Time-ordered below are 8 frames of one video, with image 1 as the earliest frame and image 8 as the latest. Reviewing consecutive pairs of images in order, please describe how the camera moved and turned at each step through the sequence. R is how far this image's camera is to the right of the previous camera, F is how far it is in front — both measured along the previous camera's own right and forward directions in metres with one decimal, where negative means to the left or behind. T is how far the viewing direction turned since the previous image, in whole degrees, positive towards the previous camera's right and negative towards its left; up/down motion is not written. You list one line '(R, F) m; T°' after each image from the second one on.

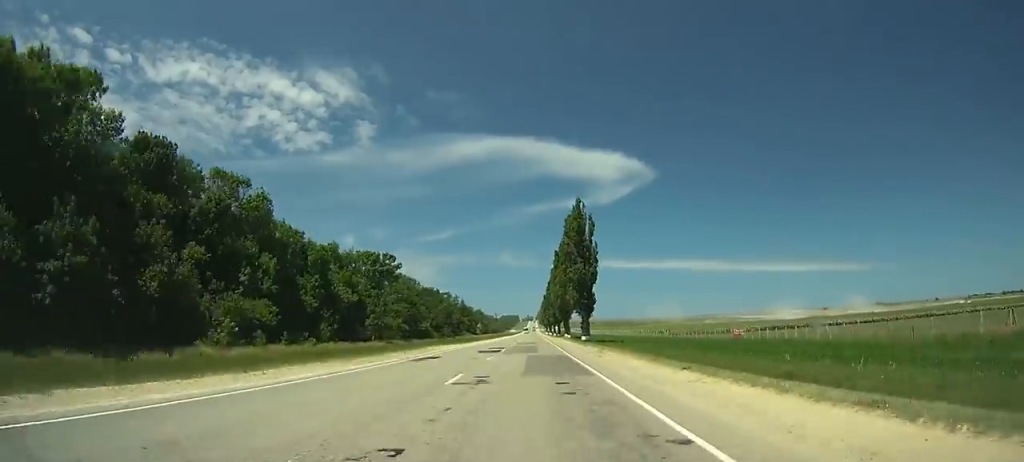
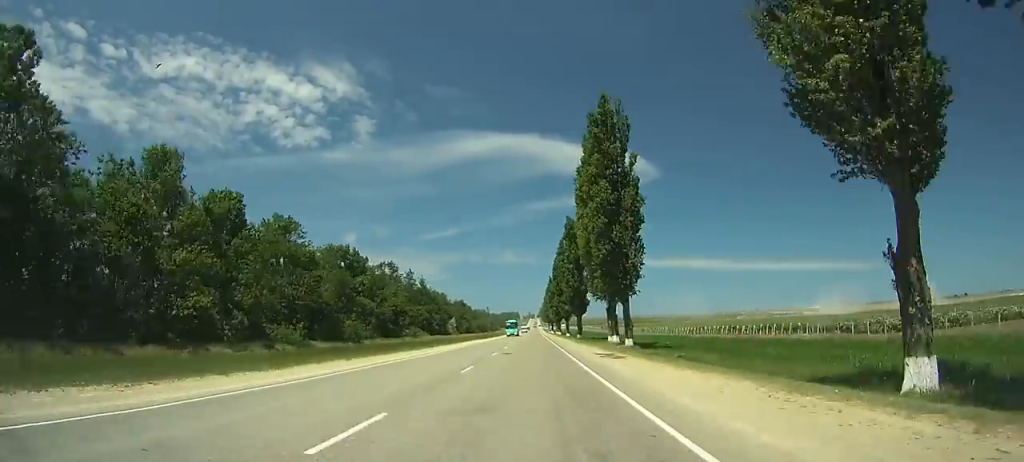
(+0.1, +92.5) m; 0°
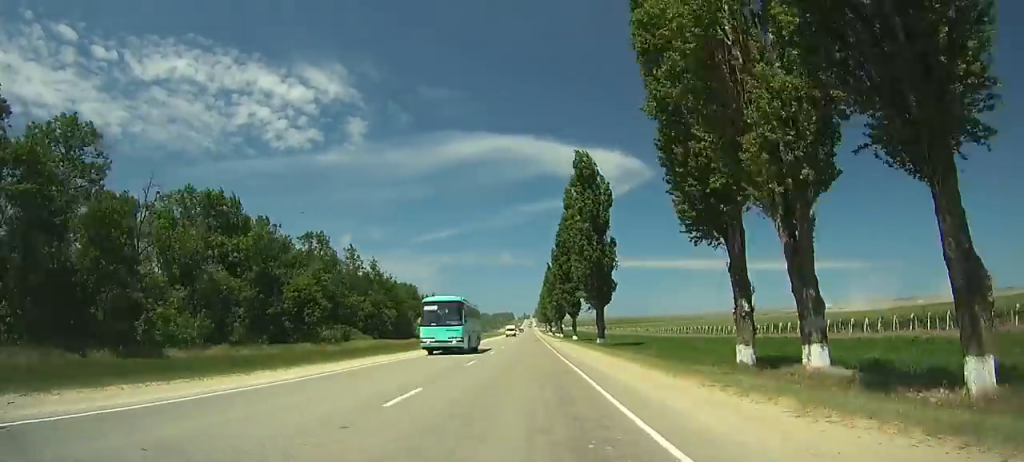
(-0.1, +44.5) m; 0°
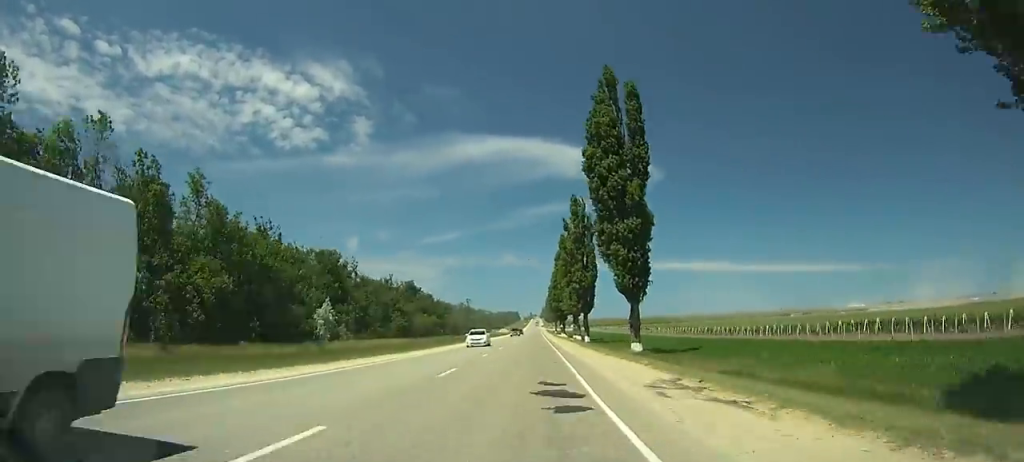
(-0.2, +65.8) m; 0°
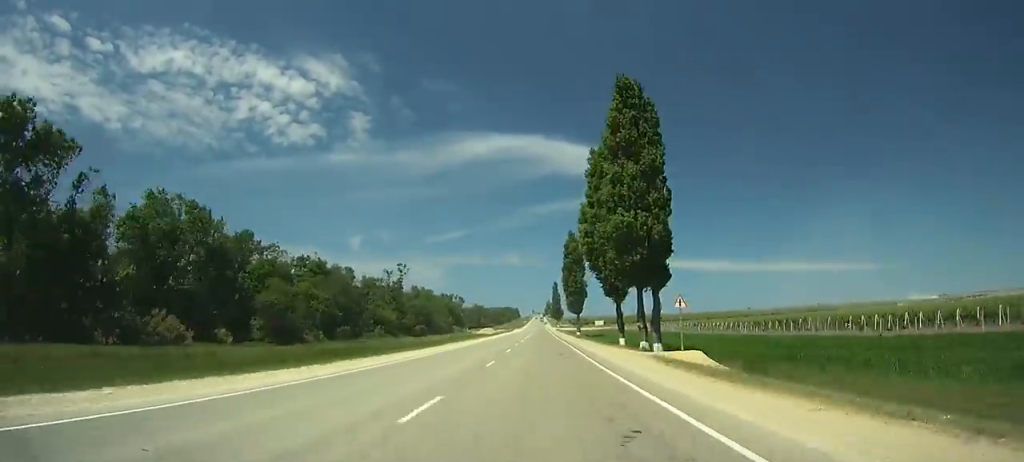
(-0.3, +126.9) m; 0°
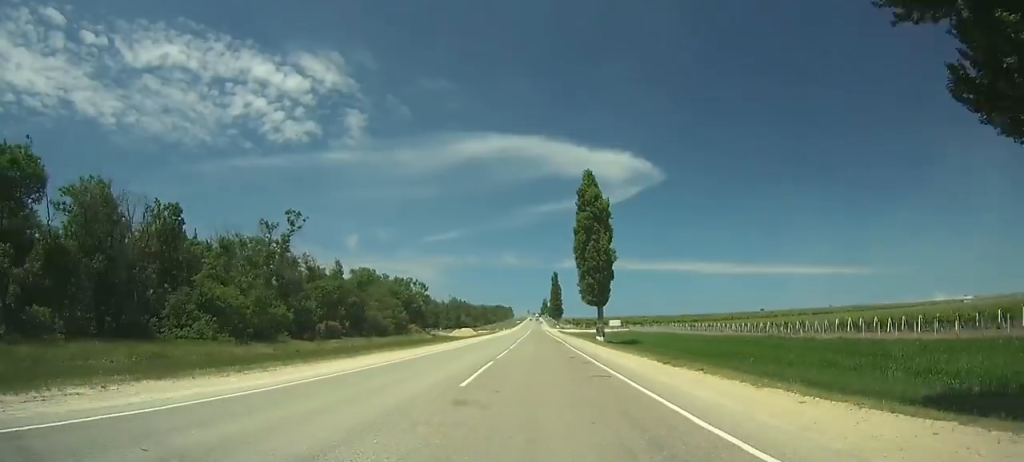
(+0.2, +54.9) m; 0°
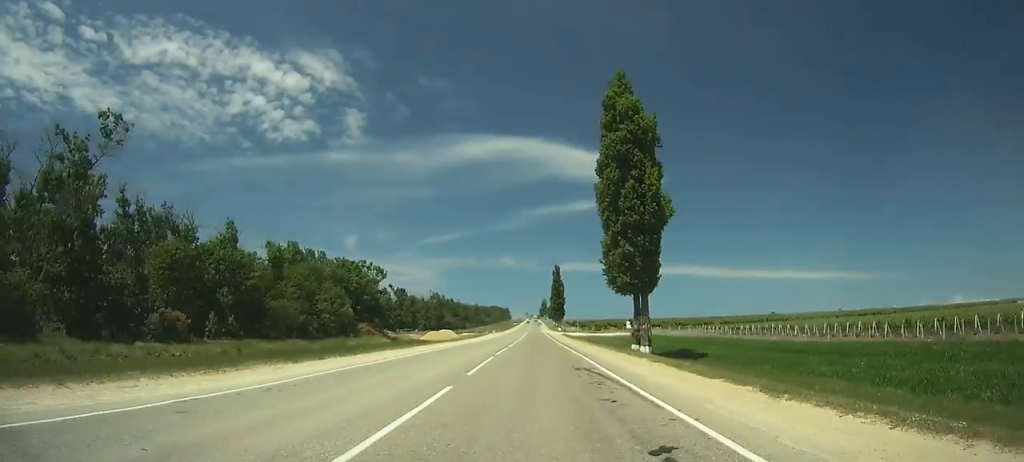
(+0.1, +33.8) m; 0°
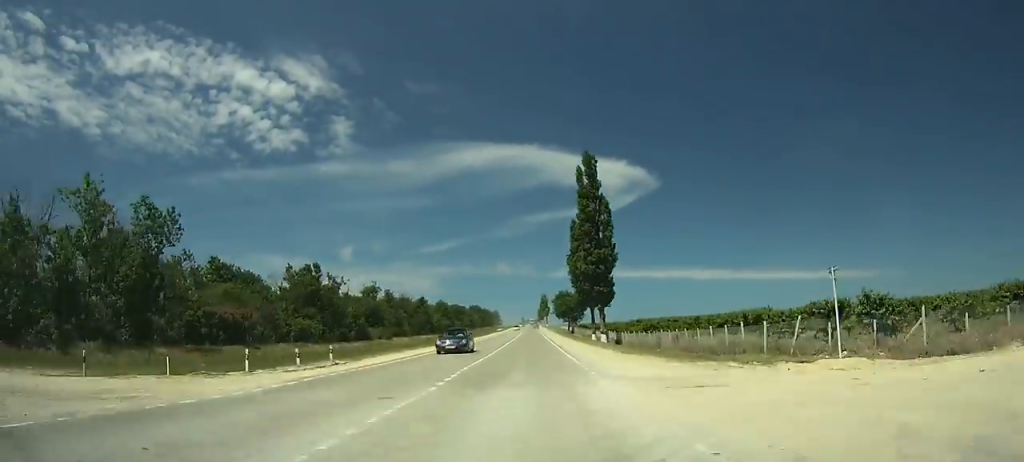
(+0.3, +130.1) m; 0°
